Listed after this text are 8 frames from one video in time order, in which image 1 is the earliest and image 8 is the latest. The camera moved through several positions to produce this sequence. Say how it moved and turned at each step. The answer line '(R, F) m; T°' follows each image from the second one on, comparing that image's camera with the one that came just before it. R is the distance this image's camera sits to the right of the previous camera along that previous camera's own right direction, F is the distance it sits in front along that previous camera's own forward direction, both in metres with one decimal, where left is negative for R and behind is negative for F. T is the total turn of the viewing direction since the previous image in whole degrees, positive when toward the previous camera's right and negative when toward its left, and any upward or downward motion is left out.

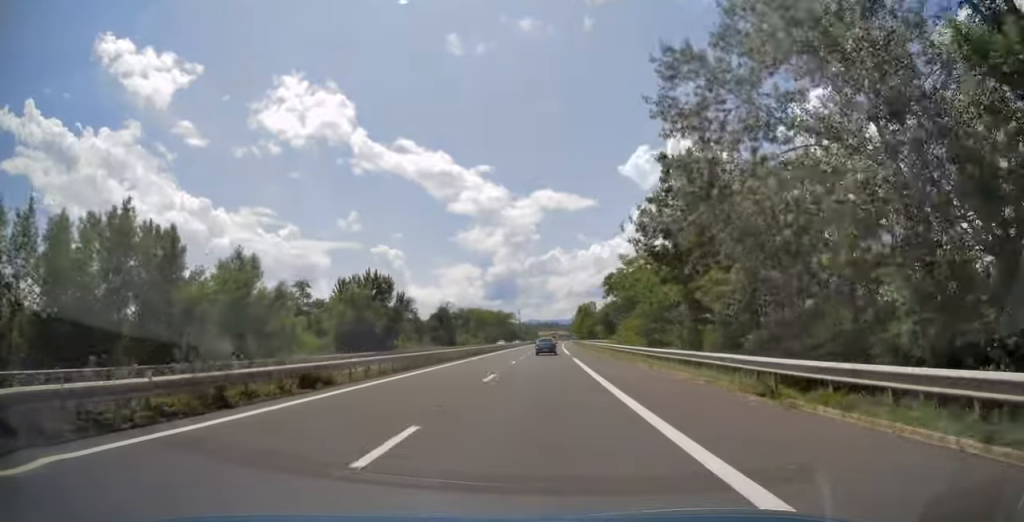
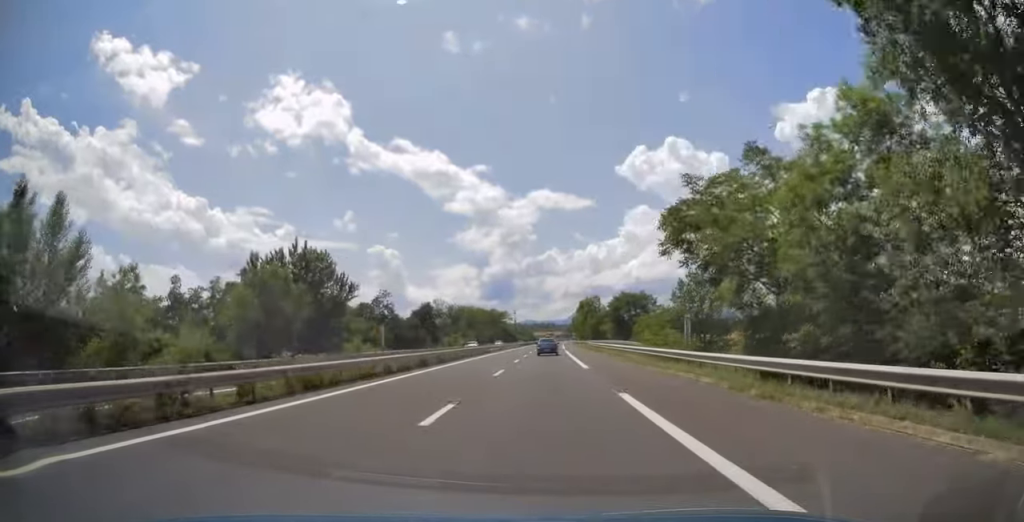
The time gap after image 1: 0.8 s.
(0.0, +23.7) m; +1°
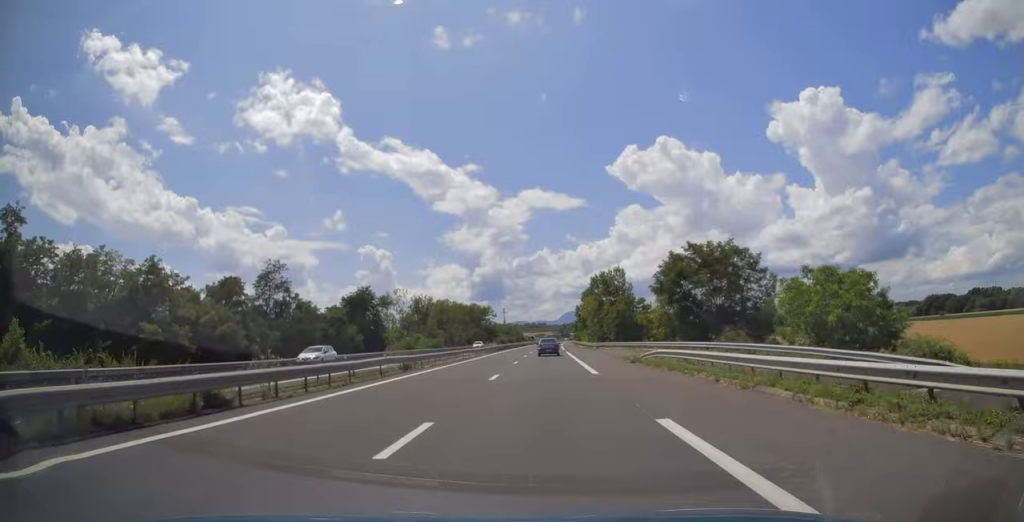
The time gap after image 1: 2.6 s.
(+0.7, +56.5) m; +1°
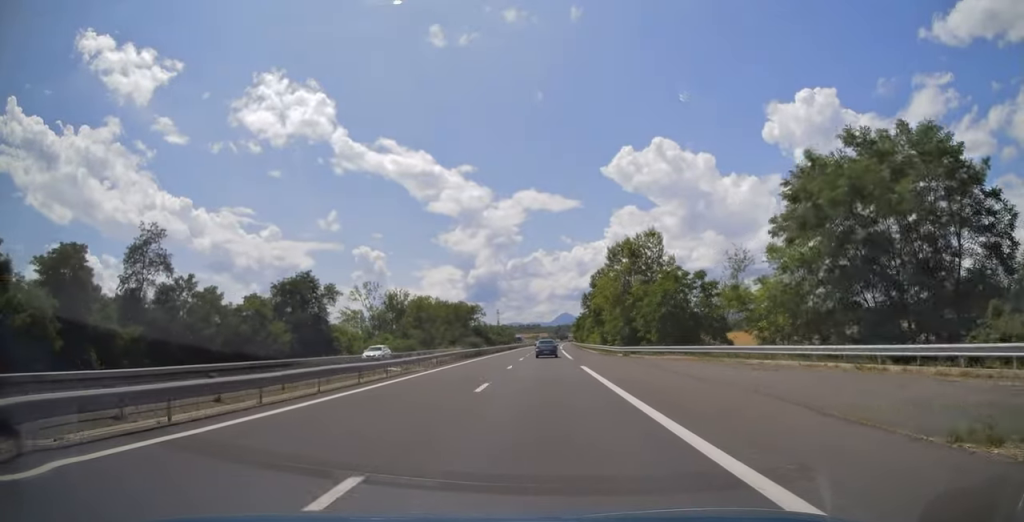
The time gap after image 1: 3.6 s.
(0.0, +30.9) m; 0°
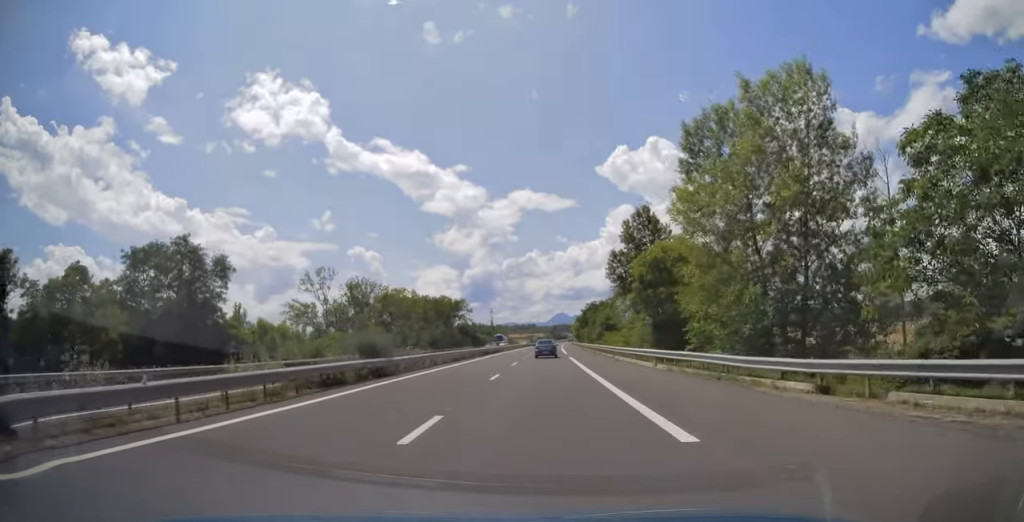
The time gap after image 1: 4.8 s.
(+0.2, +35.5) m; +1°
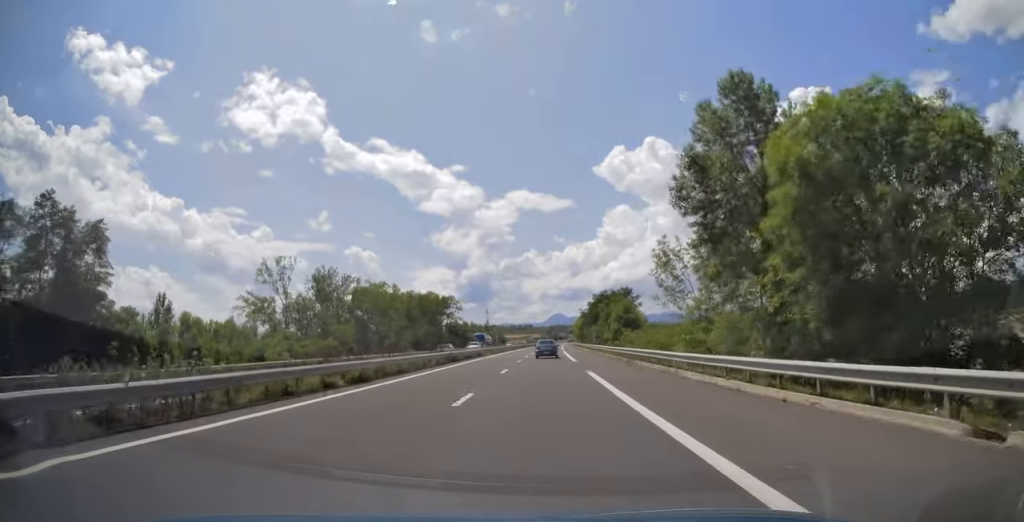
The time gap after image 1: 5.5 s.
(+0.3, +22.1) m; 0°
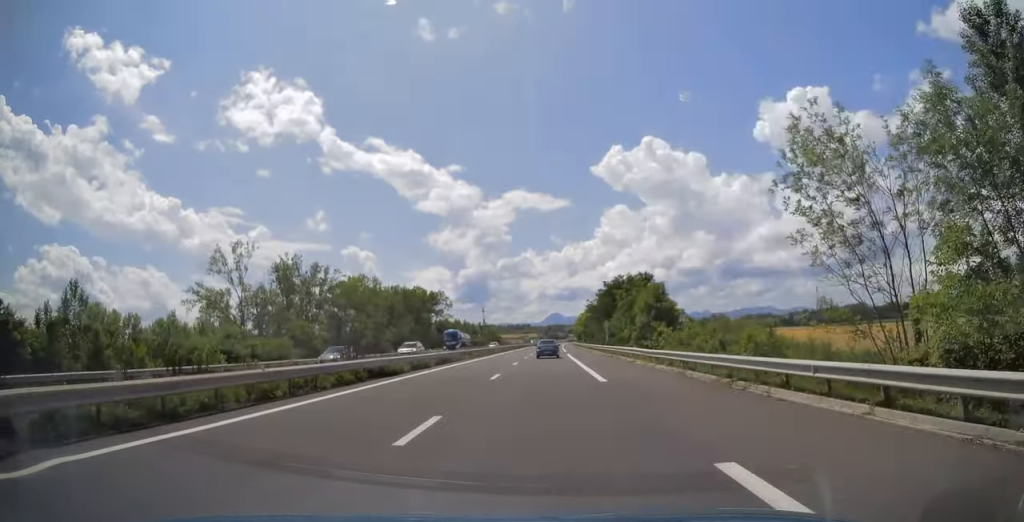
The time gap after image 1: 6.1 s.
(-0.2, +18.5) m; 0°
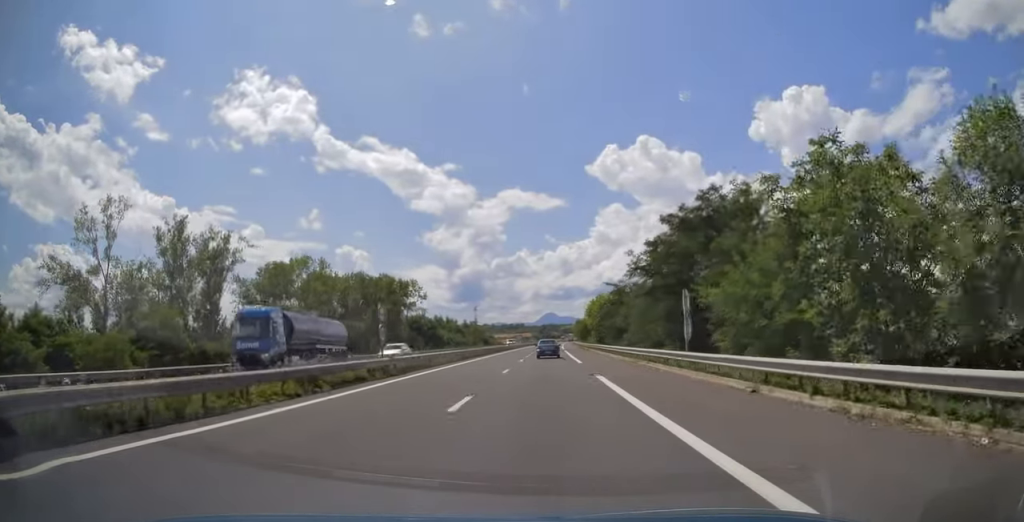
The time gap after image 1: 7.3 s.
(+0.2, +36.6) m; +1°
